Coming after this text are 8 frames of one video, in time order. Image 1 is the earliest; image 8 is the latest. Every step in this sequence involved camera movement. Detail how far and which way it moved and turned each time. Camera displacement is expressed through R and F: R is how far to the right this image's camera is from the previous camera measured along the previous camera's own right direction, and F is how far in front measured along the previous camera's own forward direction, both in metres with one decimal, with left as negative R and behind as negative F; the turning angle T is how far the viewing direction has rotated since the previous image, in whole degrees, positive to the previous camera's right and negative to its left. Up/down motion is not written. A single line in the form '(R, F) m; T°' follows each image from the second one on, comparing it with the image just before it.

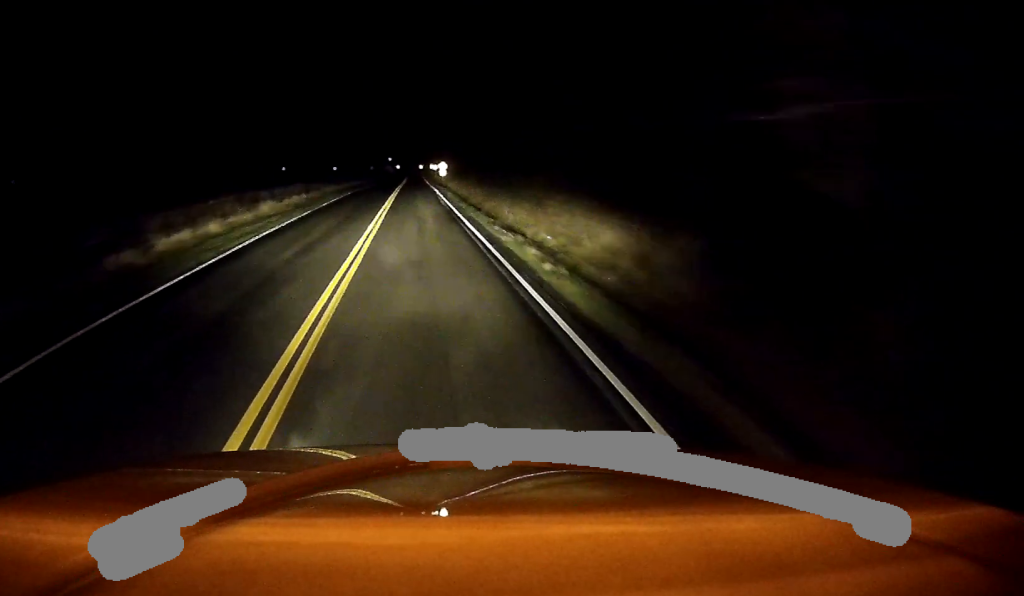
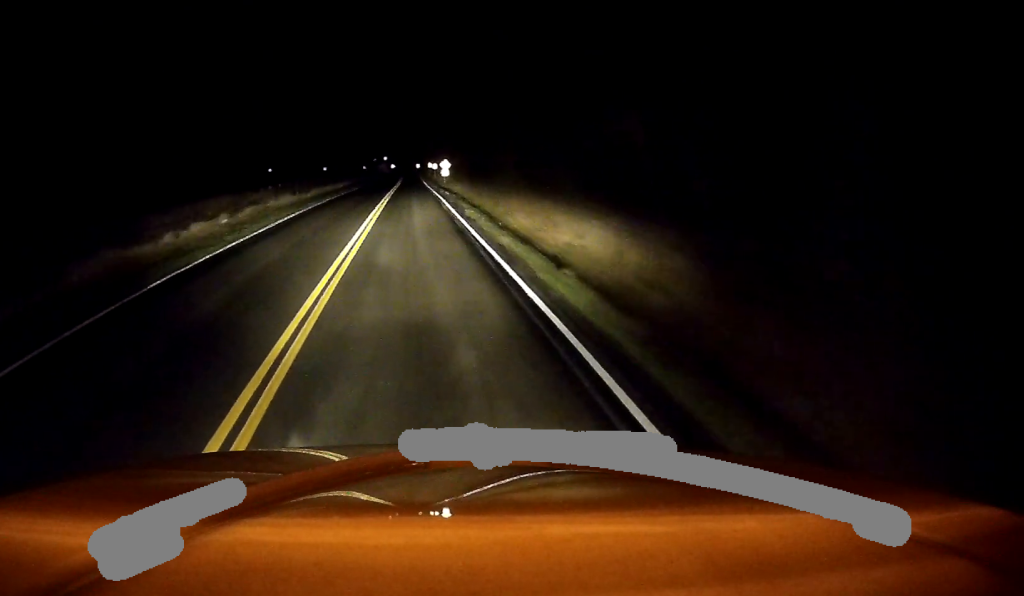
(+0.1, +19.5) m; 0°
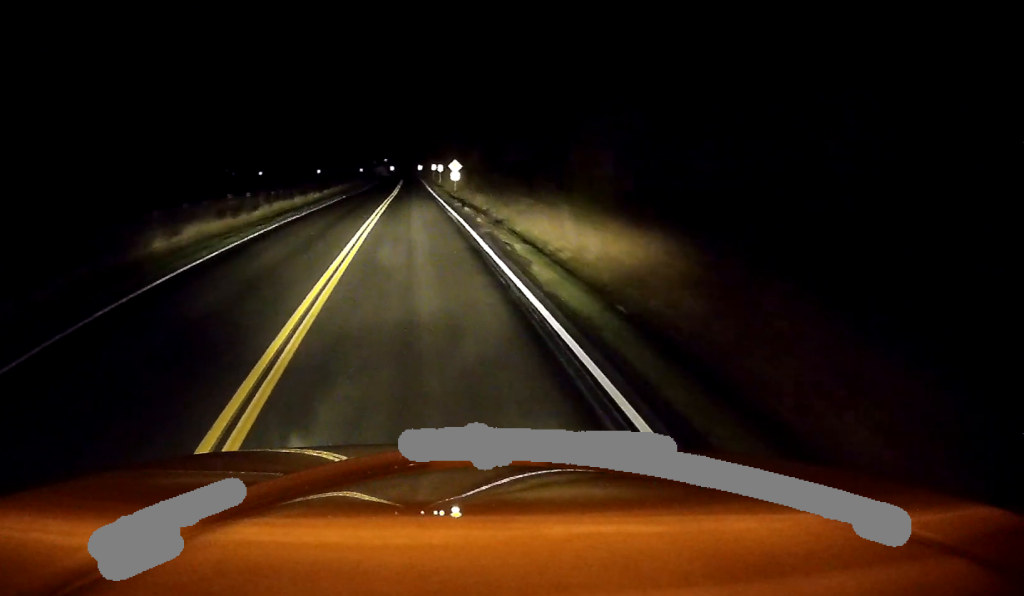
(0.0, +18.5) m; 0°
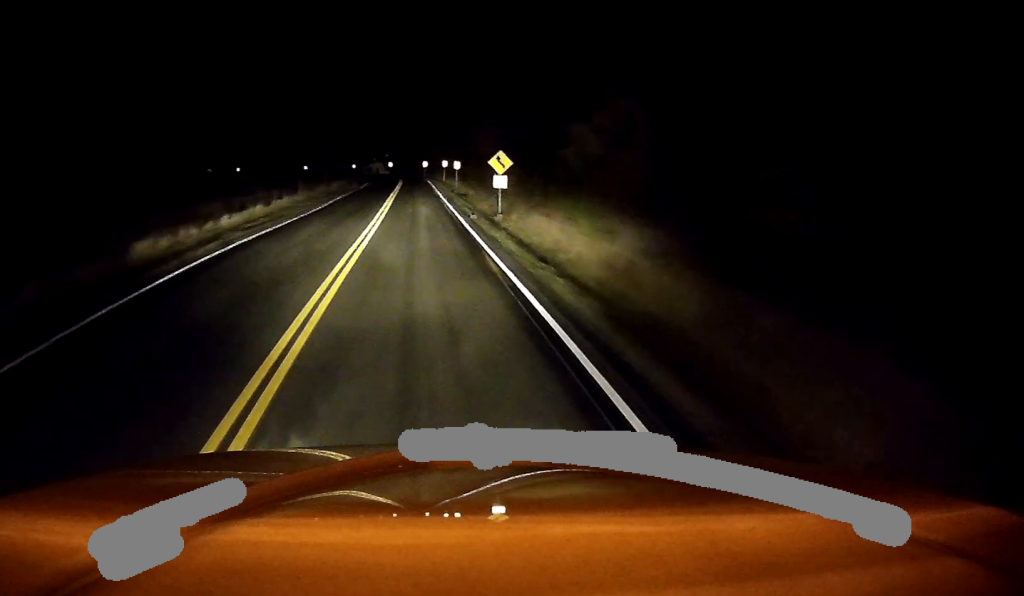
(-0.4, +38.9) m; 0°
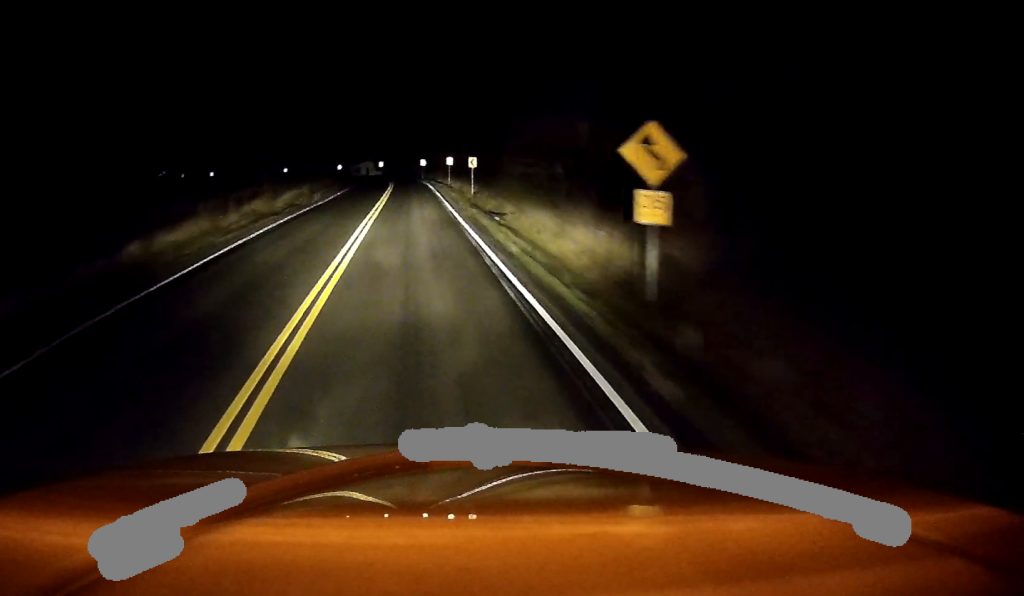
(+0.5, +25.9) m; 0°
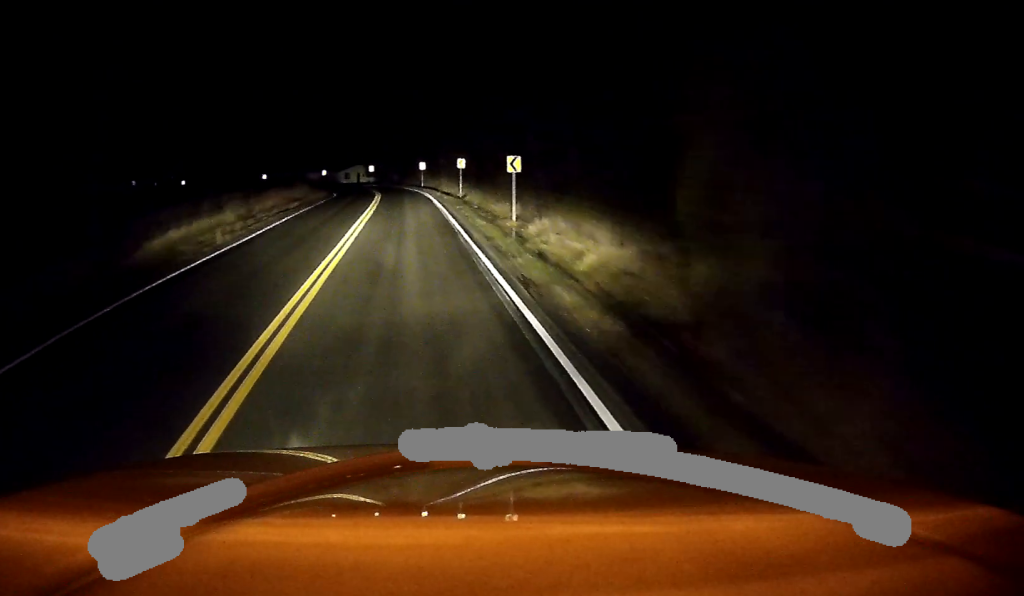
(-0.7, +21.7) m; -2°
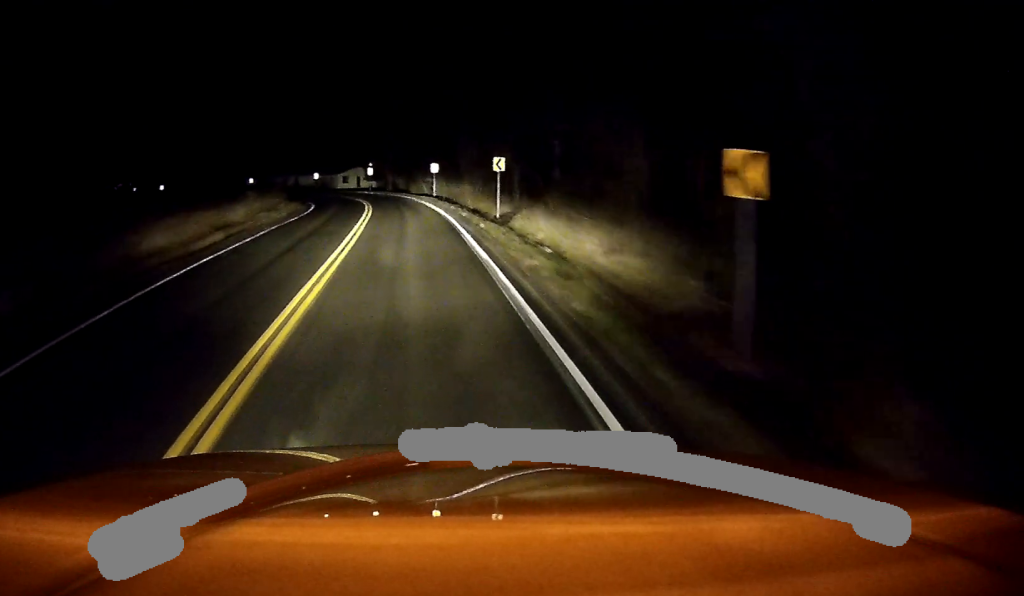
(+0.1, +18.5) m; 0°
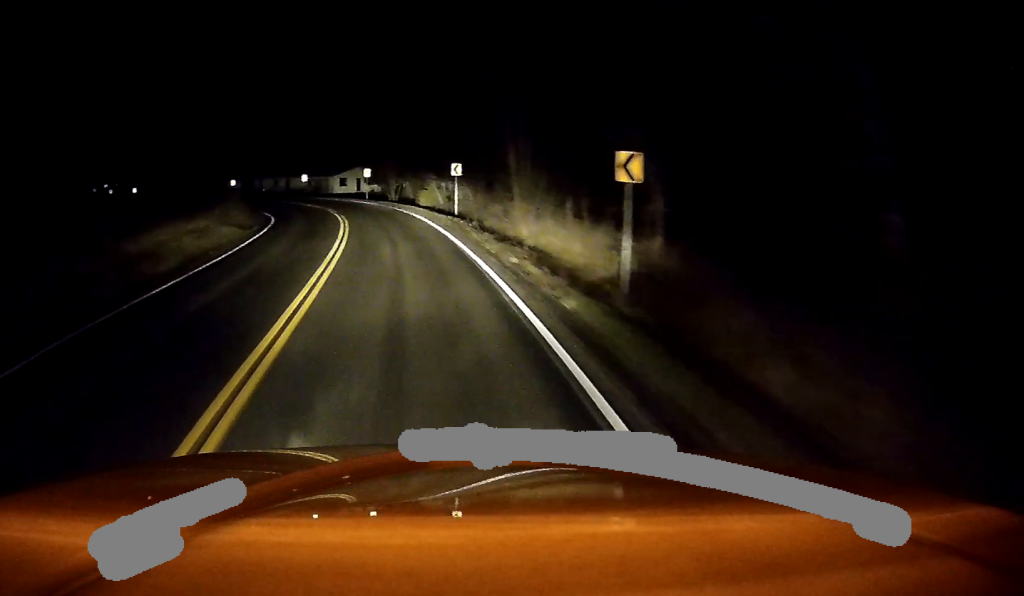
(-0.3, +18.3) m; -5°
